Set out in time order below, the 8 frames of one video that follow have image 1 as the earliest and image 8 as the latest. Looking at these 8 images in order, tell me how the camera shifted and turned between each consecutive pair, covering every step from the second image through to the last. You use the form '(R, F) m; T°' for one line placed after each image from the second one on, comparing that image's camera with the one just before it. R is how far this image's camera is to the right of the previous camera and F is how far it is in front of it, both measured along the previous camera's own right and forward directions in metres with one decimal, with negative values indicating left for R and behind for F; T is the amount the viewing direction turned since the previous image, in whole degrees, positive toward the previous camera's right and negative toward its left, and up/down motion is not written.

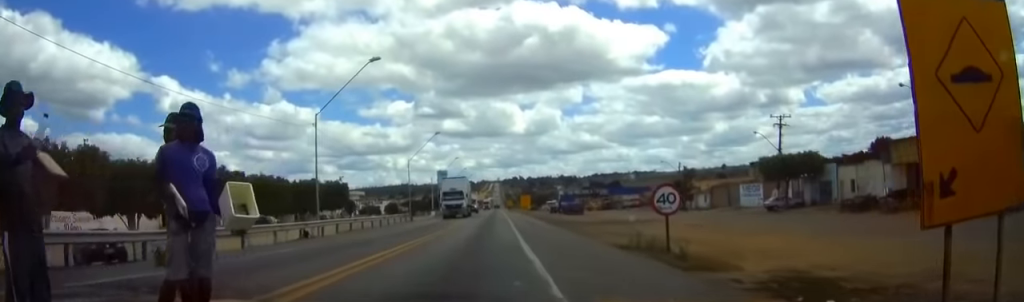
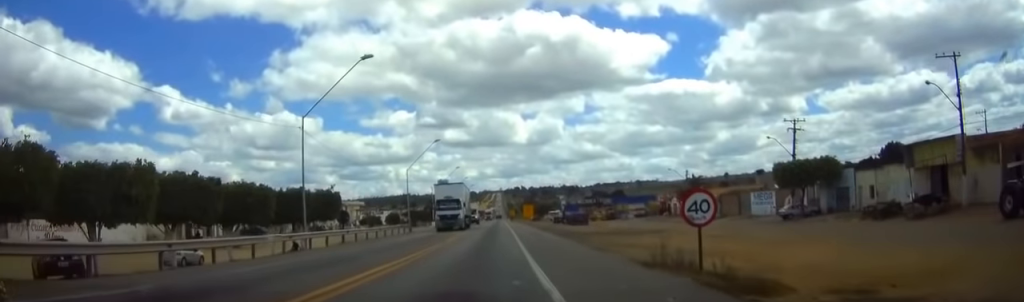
(0.0, +3.6) m; +1°
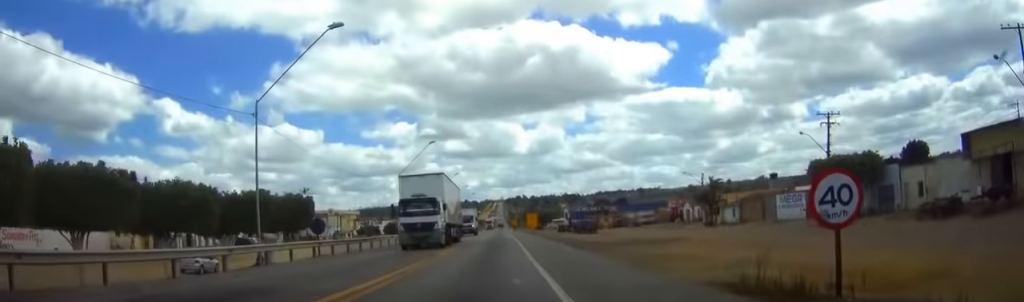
(0.0, +7.7) m; -1°
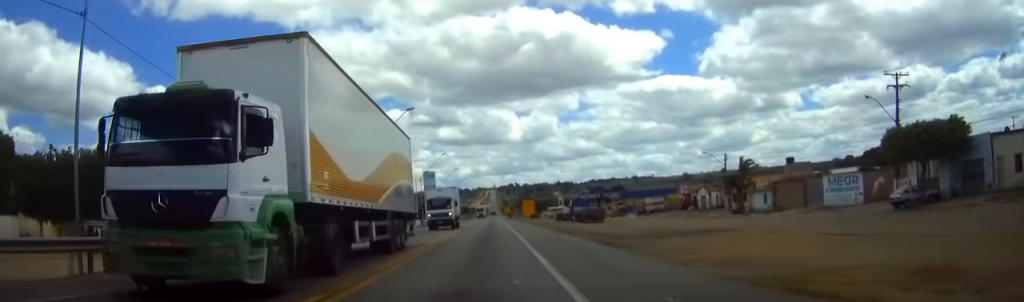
(+0.3, +12.7) m; +2°
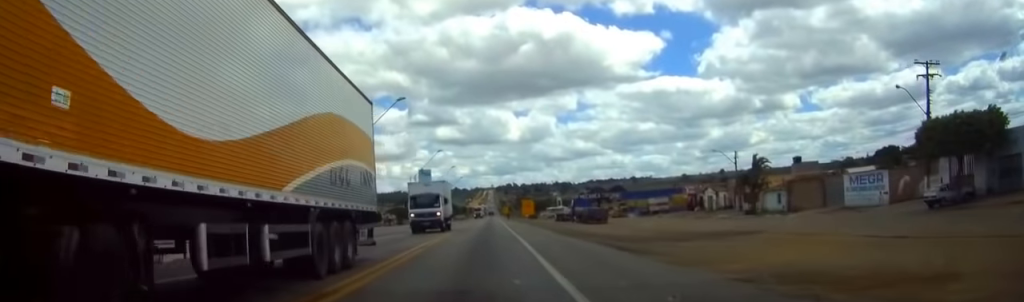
(+0.1, +4.2) m; 0°
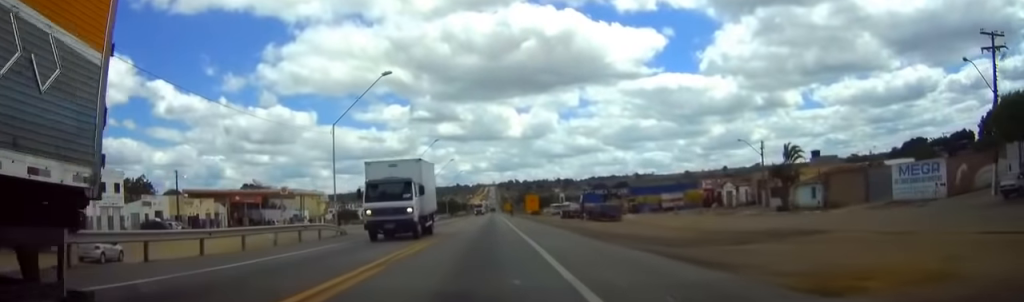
(-0.1, +7.7) m; -1°
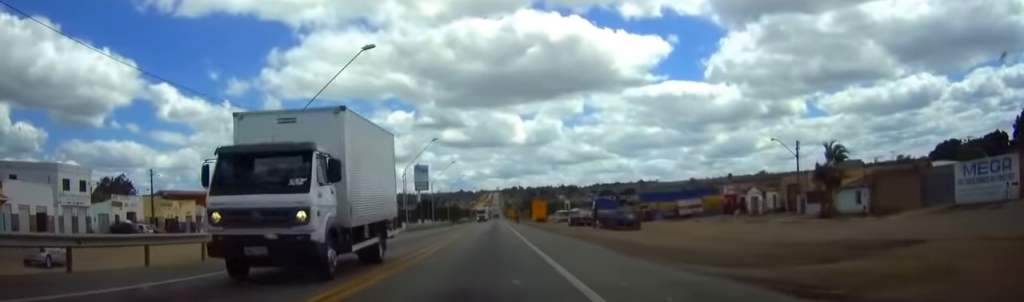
(0.0, +8.3) m; -1°
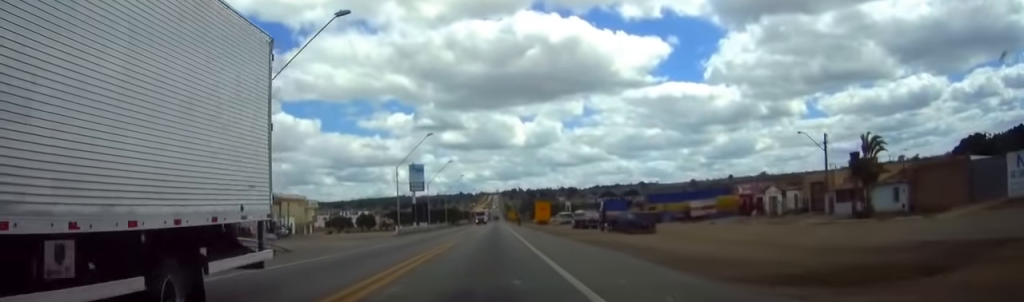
(0.0, +6.2) m; 0°
